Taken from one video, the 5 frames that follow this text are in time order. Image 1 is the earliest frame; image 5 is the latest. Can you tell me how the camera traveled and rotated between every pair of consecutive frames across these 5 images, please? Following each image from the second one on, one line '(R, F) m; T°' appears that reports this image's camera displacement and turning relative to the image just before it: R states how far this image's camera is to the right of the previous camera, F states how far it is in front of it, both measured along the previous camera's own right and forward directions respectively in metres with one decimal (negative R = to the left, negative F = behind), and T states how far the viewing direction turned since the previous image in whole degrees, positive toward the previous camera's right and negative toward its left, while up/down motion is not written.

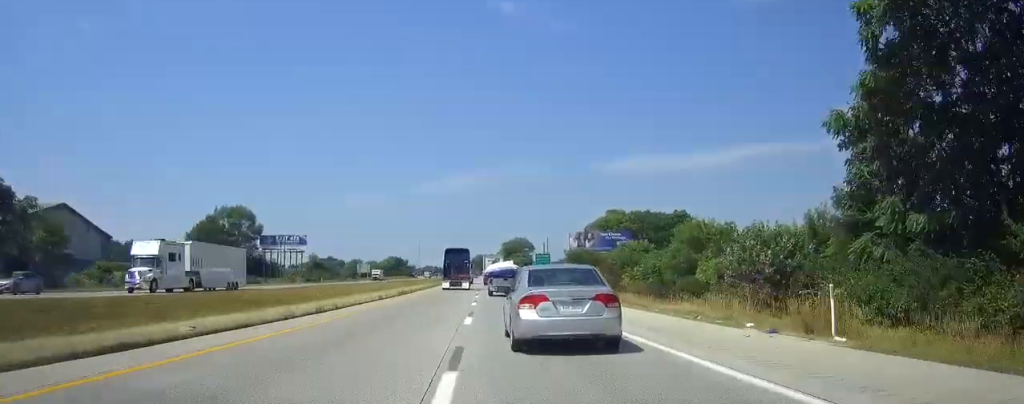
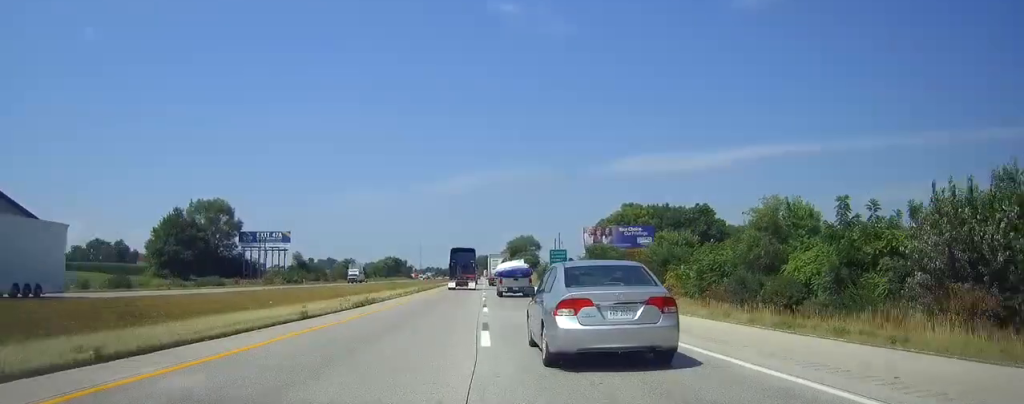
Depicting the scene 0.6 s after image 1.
(+0.1, +17.6) m; 0°
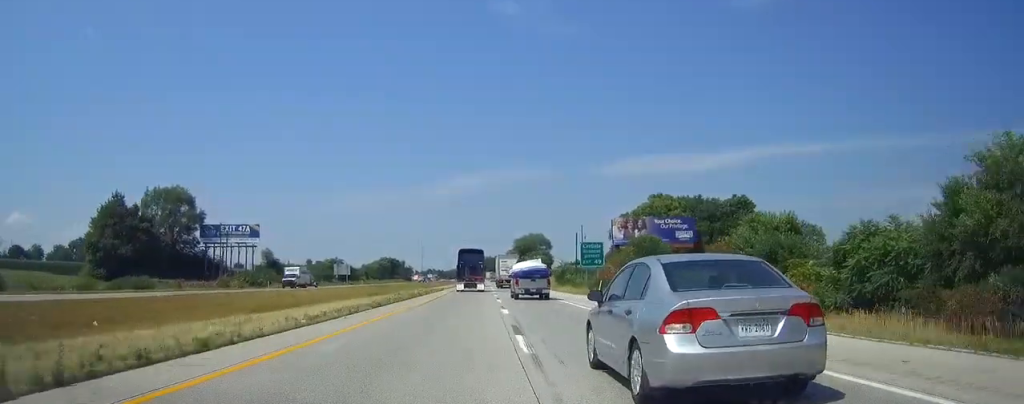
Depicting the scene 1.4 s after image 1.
(-0.2, +25.1) m; 0°
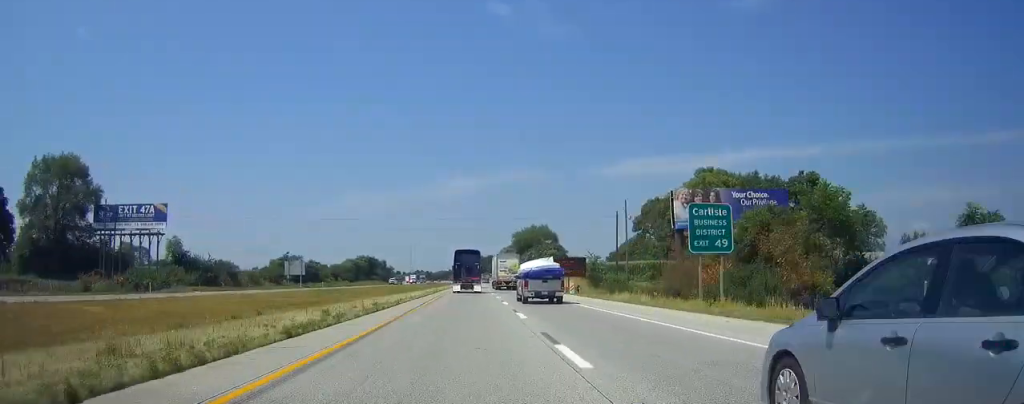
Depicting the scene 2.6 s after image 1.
(-0.1, +39.0) m; 0°
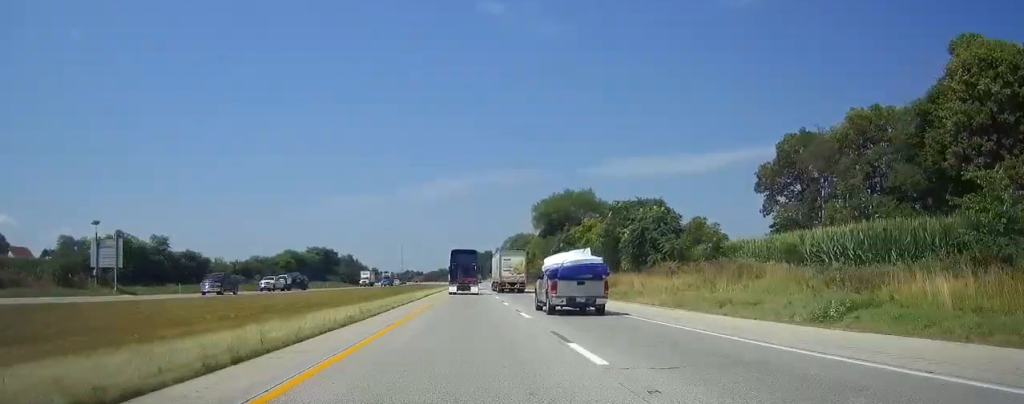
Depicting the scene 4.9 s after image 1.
(+0.5, +72.3) m; +1°
